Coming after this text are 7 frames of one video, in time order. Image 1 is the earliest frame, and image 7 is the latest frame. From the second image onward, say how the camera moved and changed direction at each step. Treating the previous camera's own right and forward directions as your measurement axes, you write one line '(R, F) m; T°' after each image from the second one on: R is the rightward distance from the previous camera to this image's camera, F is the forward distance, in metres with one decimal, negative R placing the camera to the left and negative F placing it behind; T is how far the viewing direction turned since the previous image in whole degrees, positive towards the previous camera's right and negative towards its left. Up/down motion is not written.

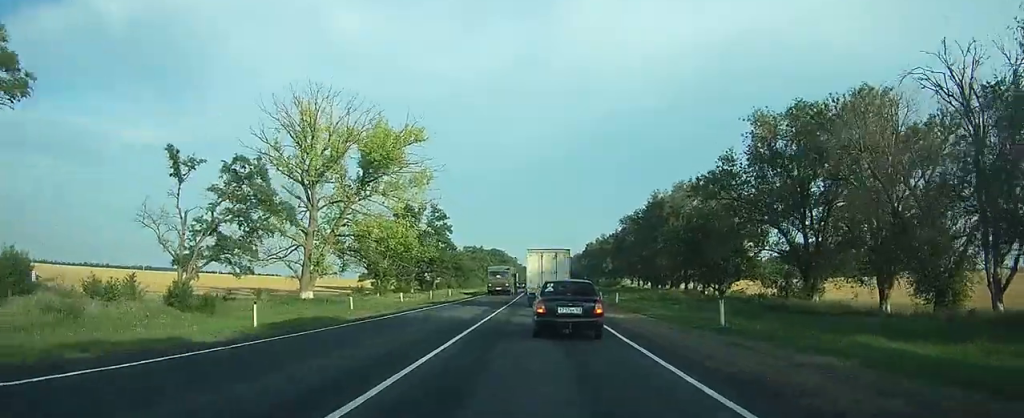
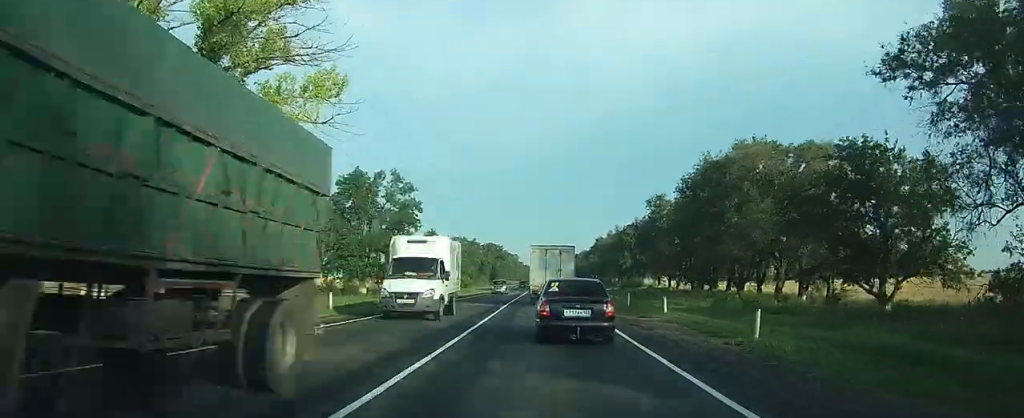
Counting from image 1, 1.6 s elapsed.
(0.0, +31.8) m; 0°
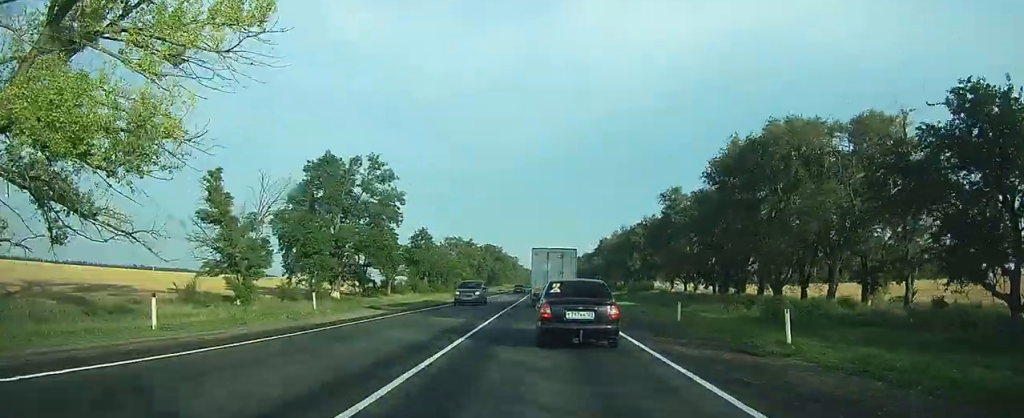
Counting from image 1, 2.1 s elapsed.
(0.0, +12.7) m; 0°
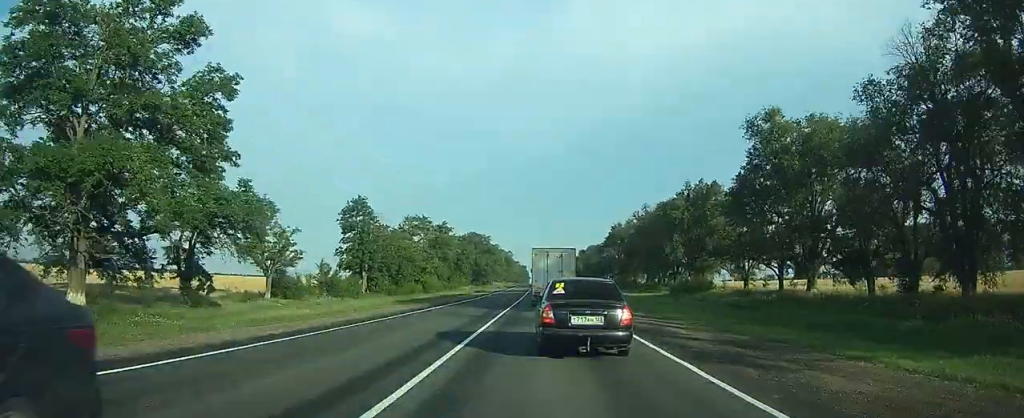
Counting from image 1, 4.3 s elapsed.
(0.0, +52.2) m; 0°
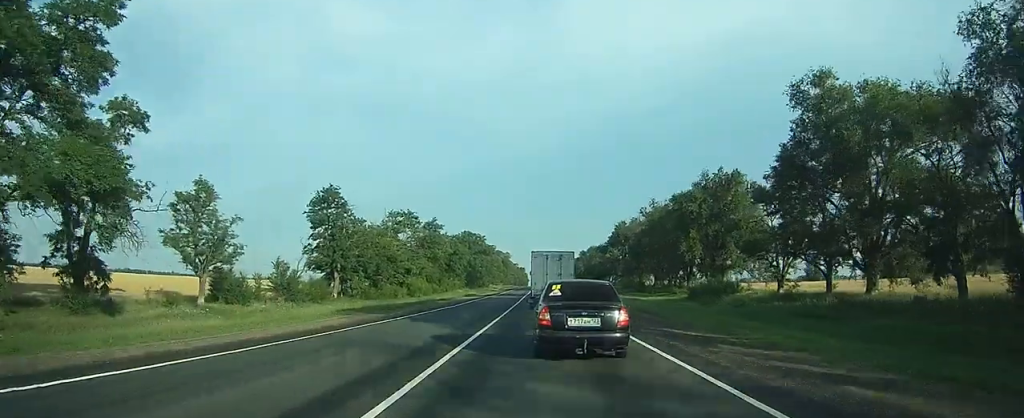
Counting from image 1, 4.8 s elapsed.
(0.0, +12.9) m; 0°
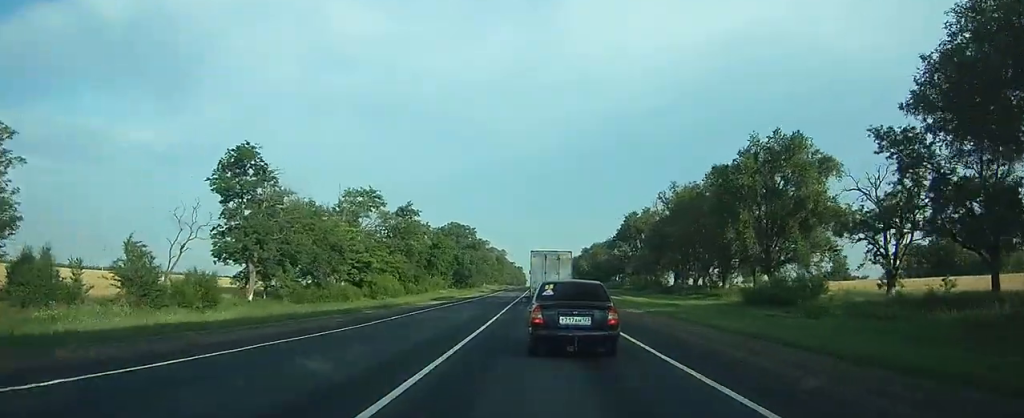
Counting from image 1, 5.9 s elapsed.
(0.0, +23.8) m; 0°
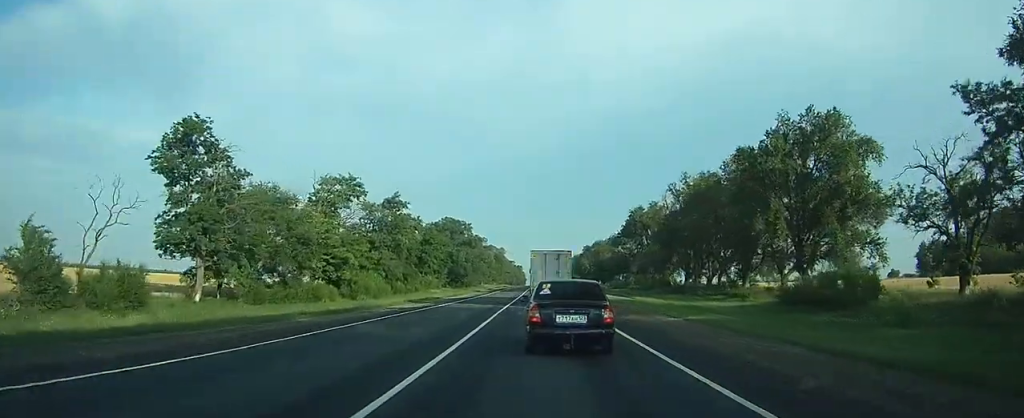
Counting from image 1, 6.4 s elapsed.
(0.0, +9.1) m; 0°
